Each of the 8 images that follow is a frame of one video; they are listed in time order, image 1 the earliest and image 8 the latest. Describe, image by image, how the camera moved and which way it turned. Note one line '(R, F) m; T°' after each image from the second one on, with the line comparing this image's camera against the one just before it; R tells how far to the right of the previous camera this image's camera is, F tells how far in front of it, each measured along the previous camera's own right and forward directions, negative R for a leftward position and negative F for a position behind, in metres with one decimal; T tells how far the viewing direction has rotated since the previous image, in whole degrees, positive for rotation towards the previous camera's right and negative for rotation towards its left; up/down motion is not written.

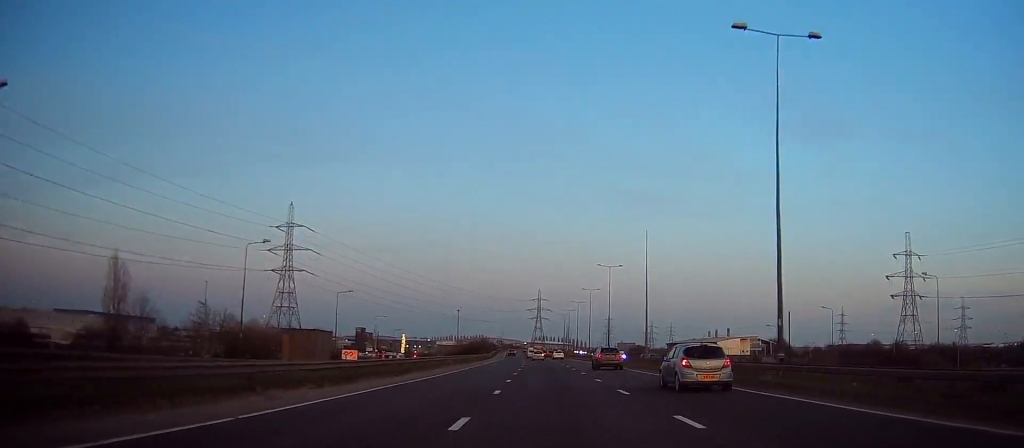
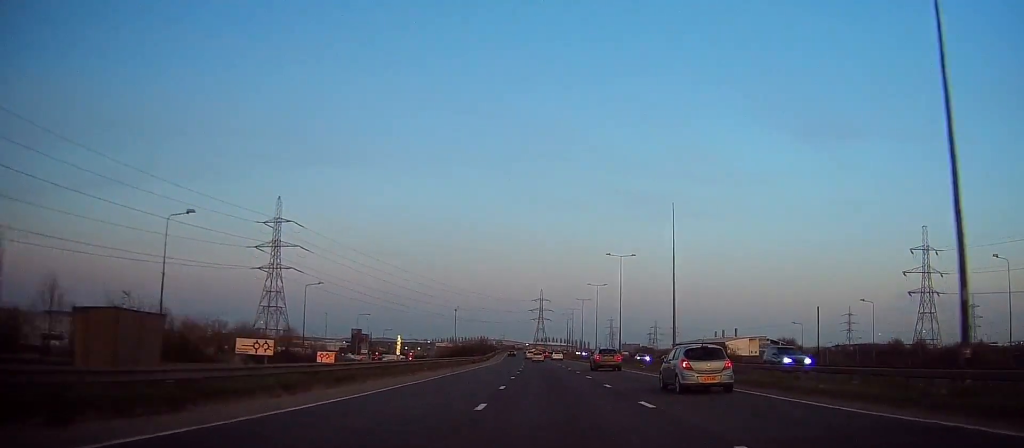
(-0.3, +13.1) m; 0°
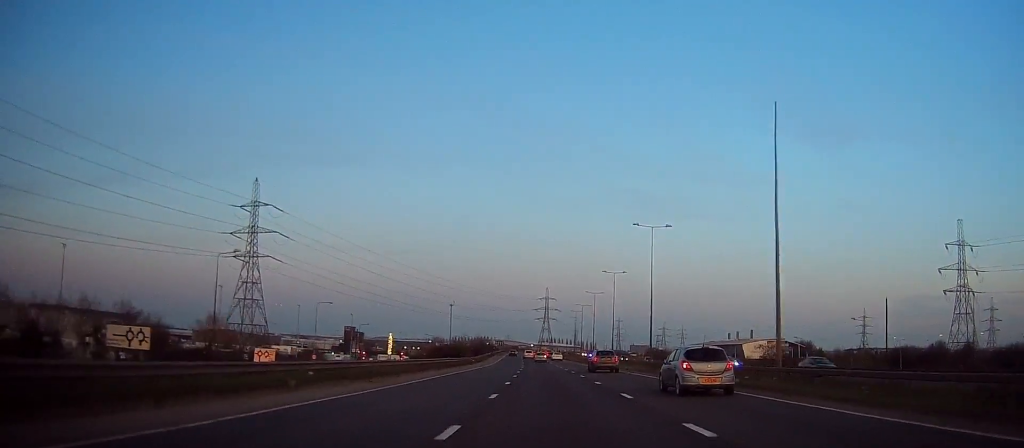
(+0.4, +23.1) m; 0°
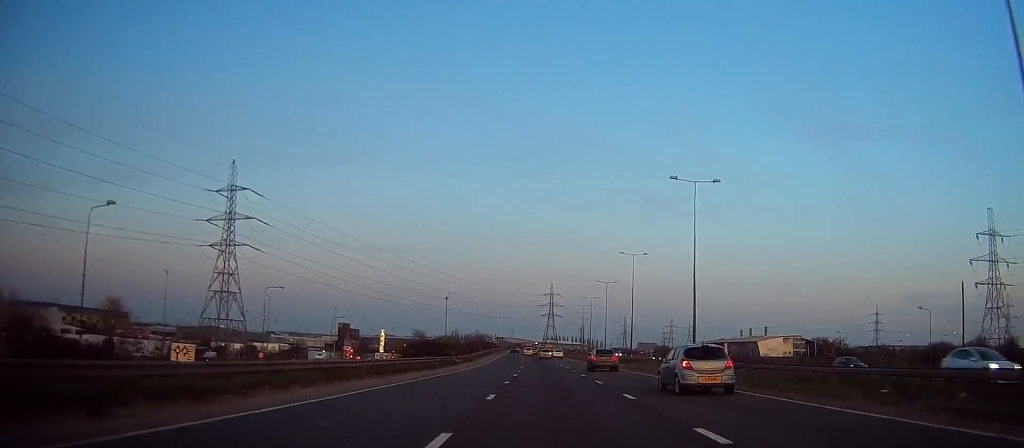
(-0.2, +18.7) m; 0°
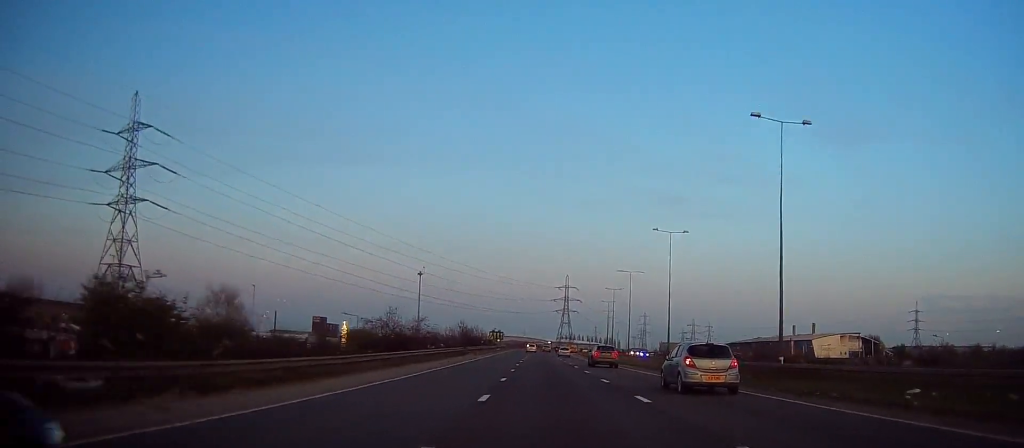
(0.0, +56.2) m; -1°
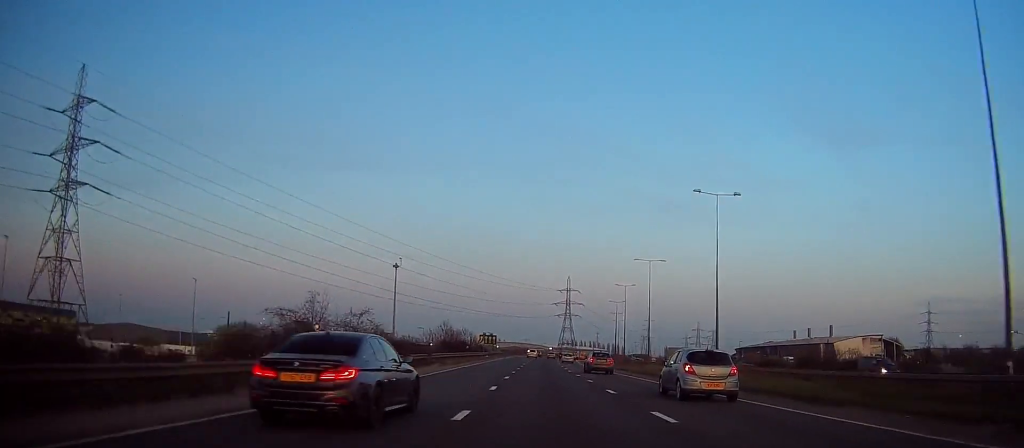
(-0.3, +21.4) m; -1°
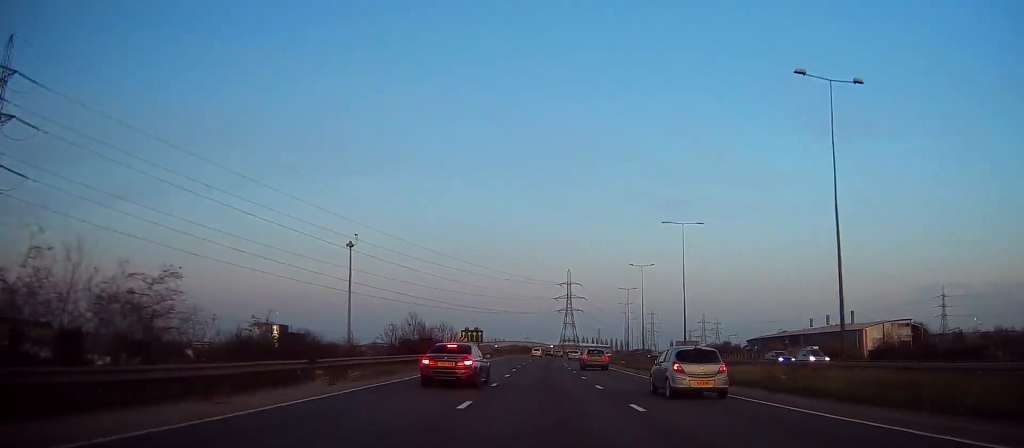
(-0.4, +24.6) m; 0°
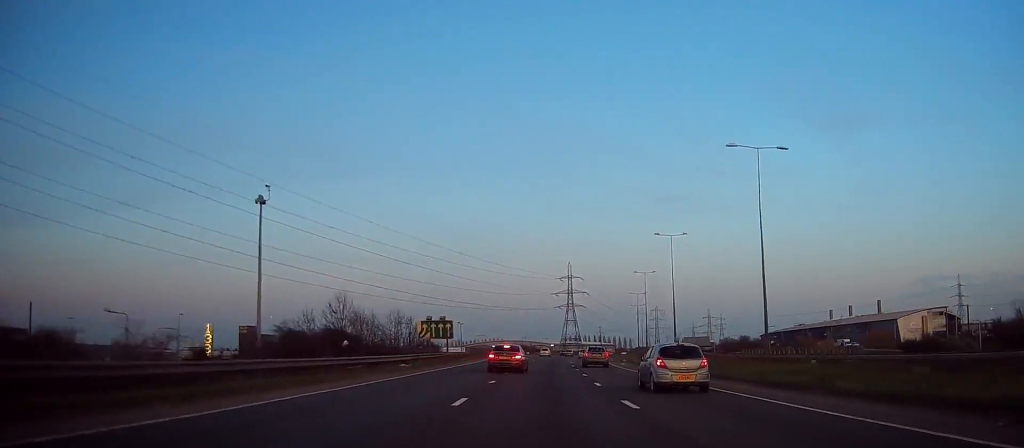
(+0.7, +27.1) m; 0°
